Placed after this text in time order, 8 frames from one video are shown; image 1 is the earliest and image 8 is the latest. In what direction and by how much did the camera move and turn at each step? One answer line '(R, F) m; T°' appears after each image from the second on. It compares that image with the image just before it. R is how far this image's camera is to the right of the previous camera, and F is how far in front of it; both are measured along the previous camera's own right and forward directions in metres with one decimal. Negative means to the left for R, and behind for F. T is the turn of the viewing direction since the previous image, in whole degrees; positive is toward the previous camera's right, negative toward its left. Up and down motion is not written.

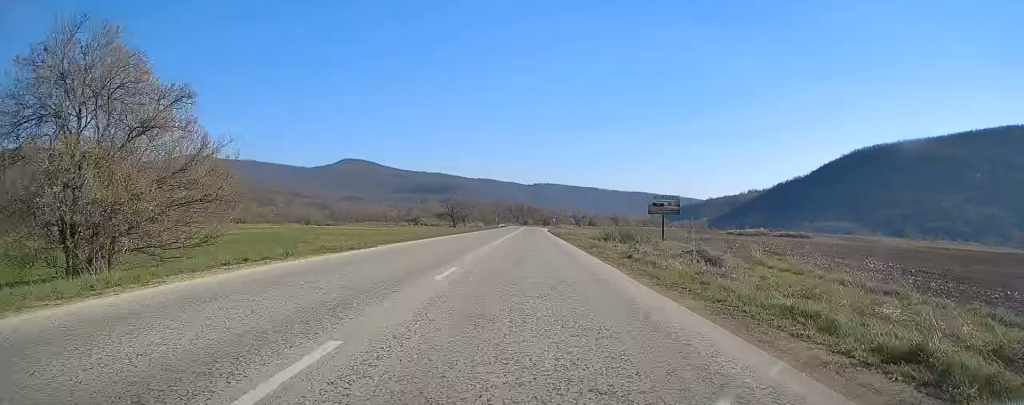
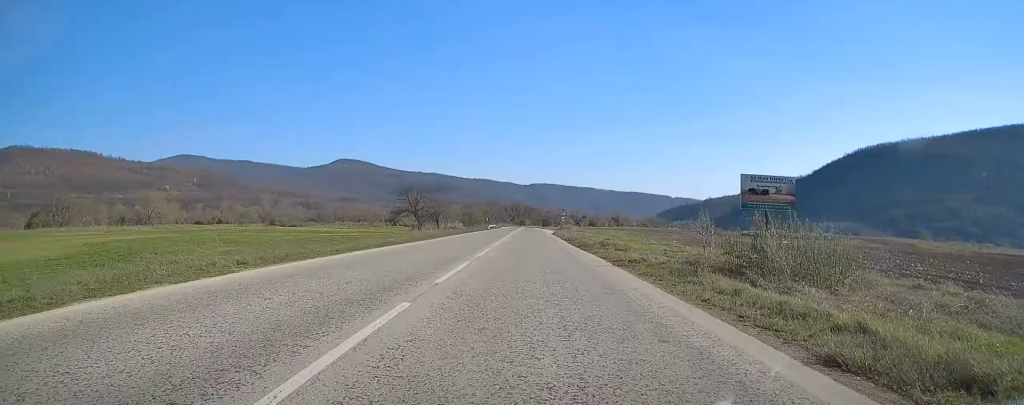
(0.0, +27.4) m; 0°
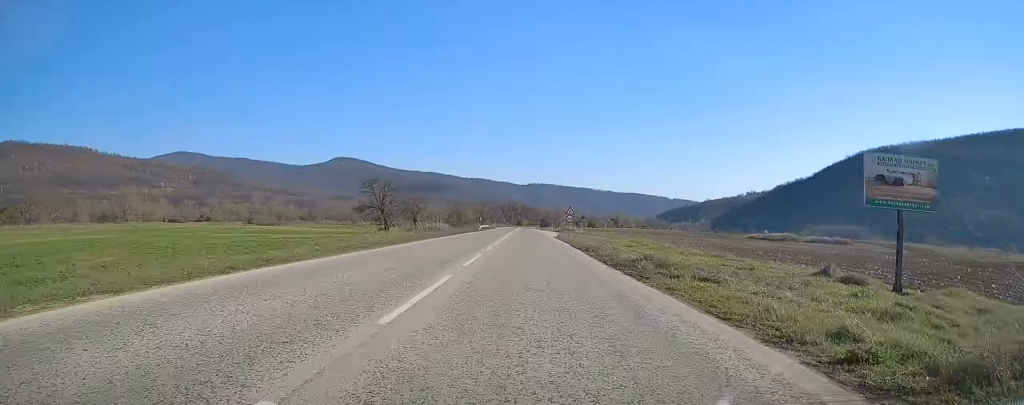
(0.0, +13.4) m; 0°
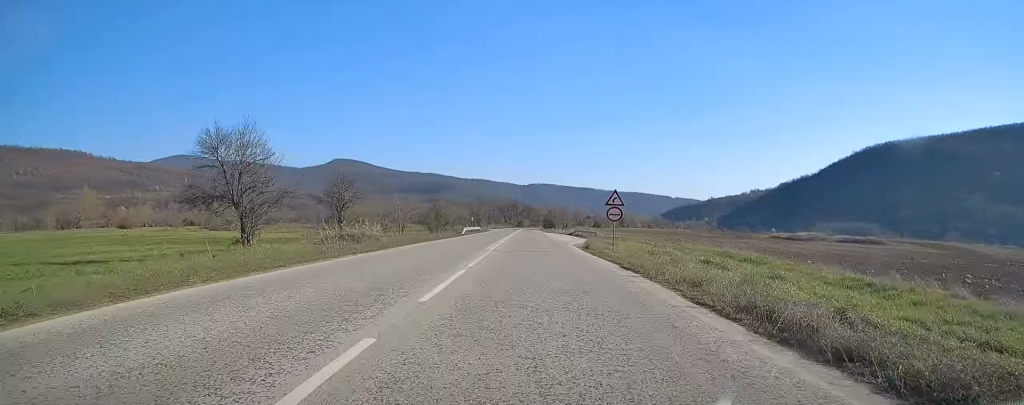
(+0.2, +25.0) m; 0°
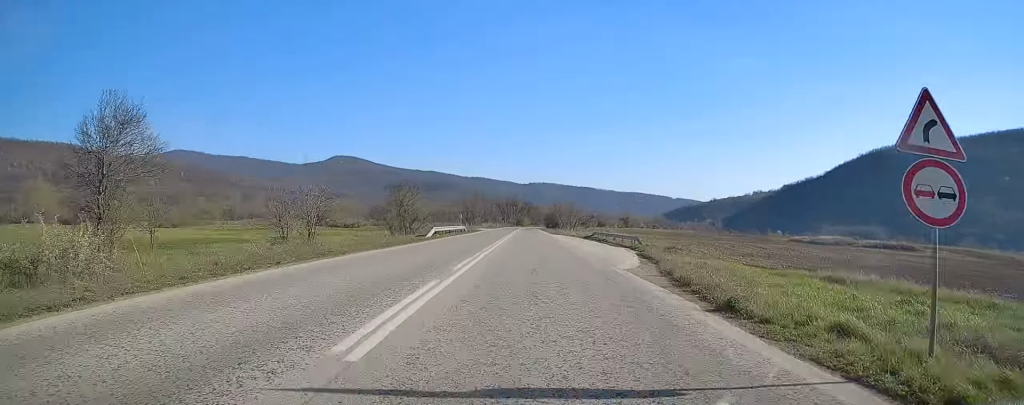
(+0.1, +21.3) m; 0°
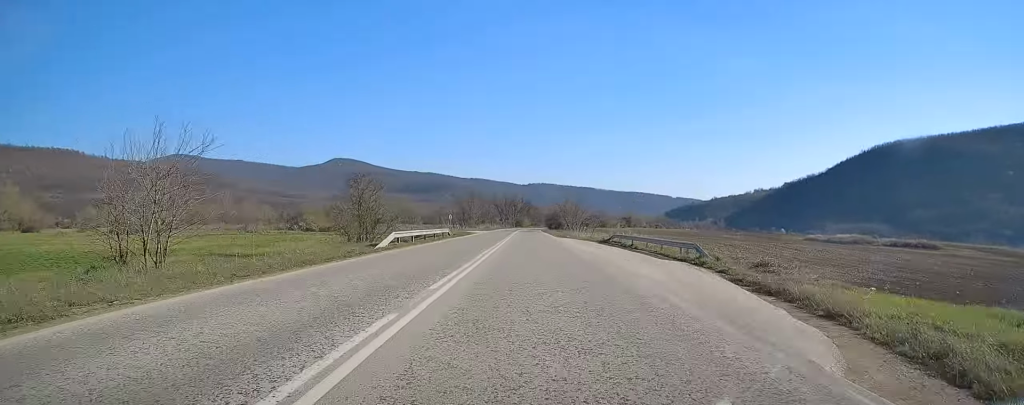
(0.0, +12.7) m; 0°
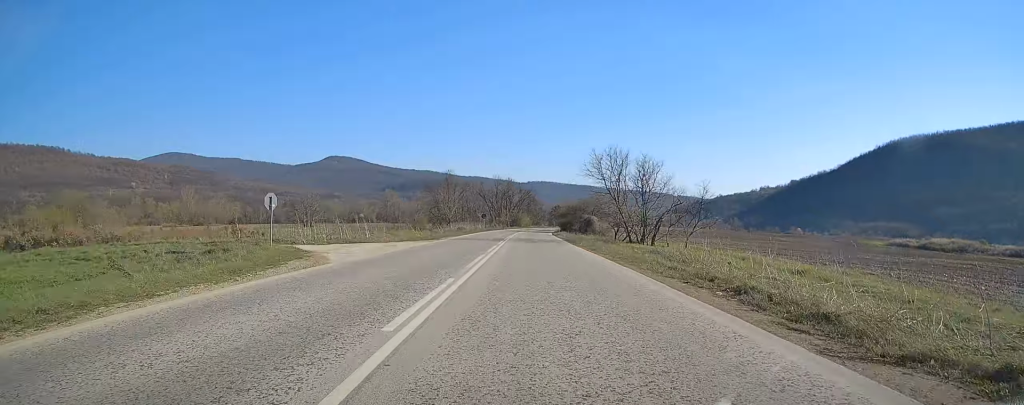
(-0.1, +57.5) m; 0°
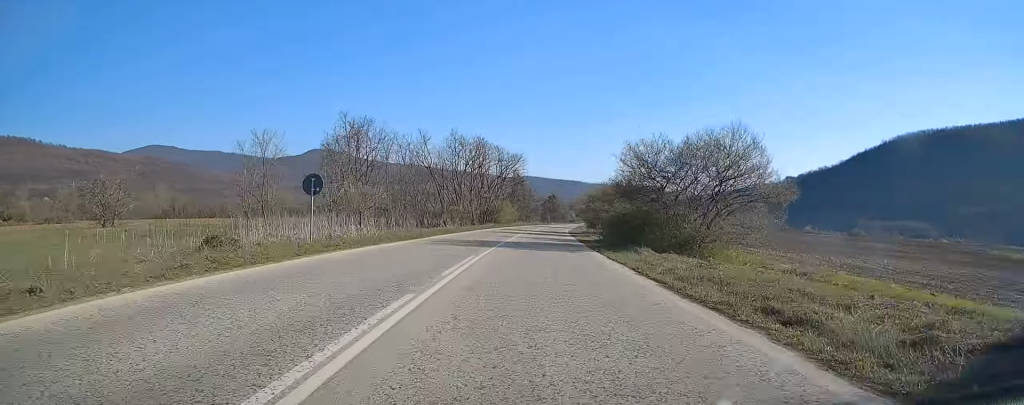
(+0.1, +67.1) m; +1°
